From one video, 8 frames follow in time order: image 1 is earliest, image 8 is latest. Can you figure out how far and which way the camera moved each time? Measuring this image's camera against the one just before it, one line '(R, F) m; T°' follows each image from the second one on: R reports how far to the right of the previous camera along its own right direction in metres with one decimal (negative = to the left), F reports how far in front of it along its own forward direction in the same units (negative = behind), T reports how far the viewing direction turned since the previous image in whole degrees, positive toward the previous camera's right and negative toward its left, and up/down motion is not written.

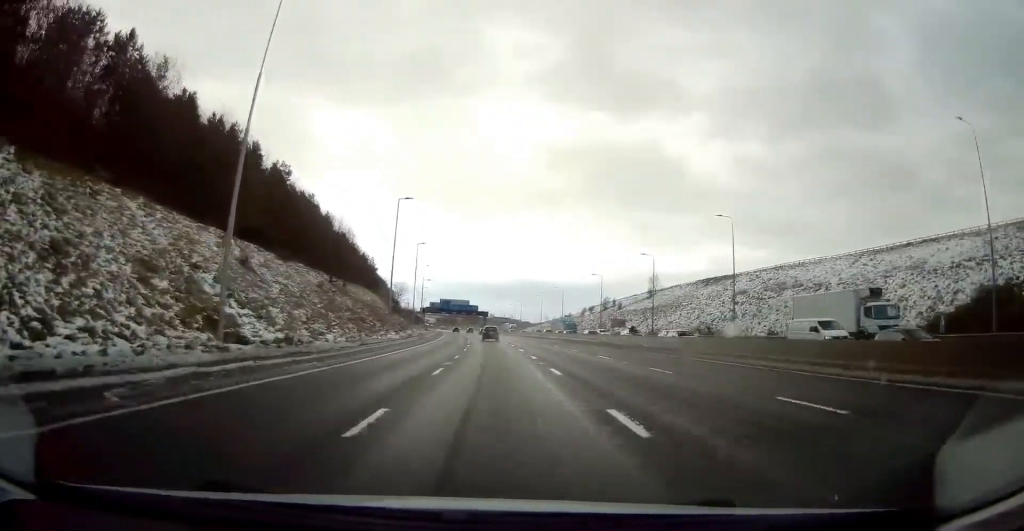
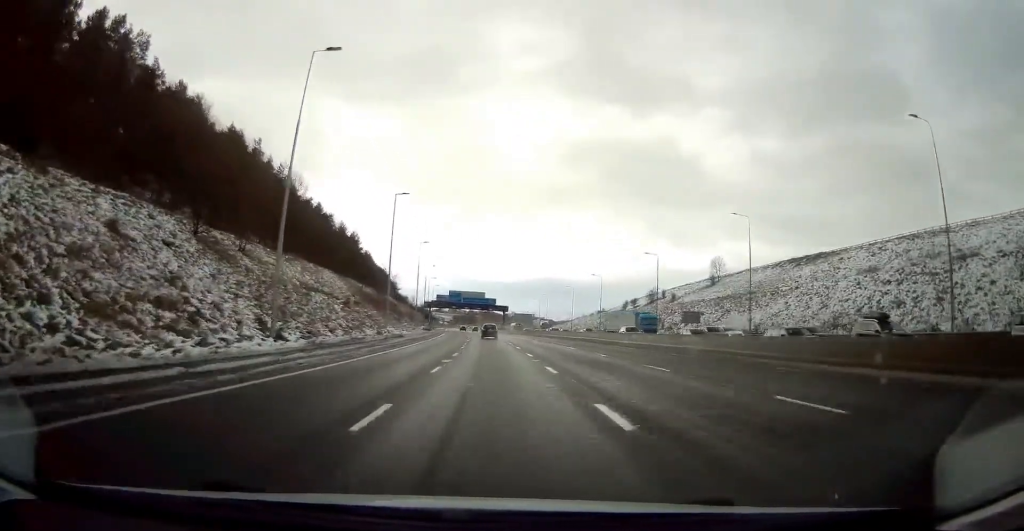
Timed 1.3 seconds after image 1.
(-0.7, +36.1) m; -2°
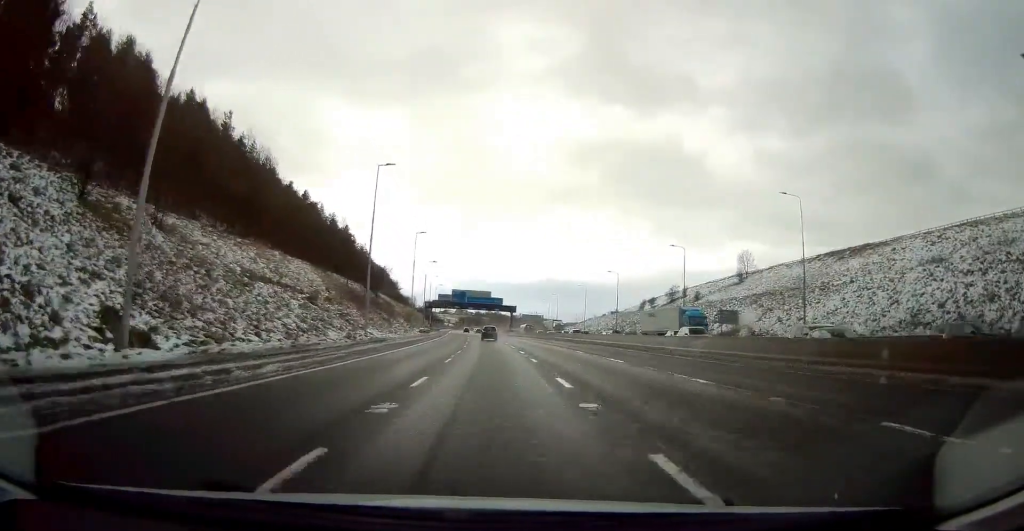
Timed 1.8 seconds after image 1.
(+0.1, +12.6) m; -1°
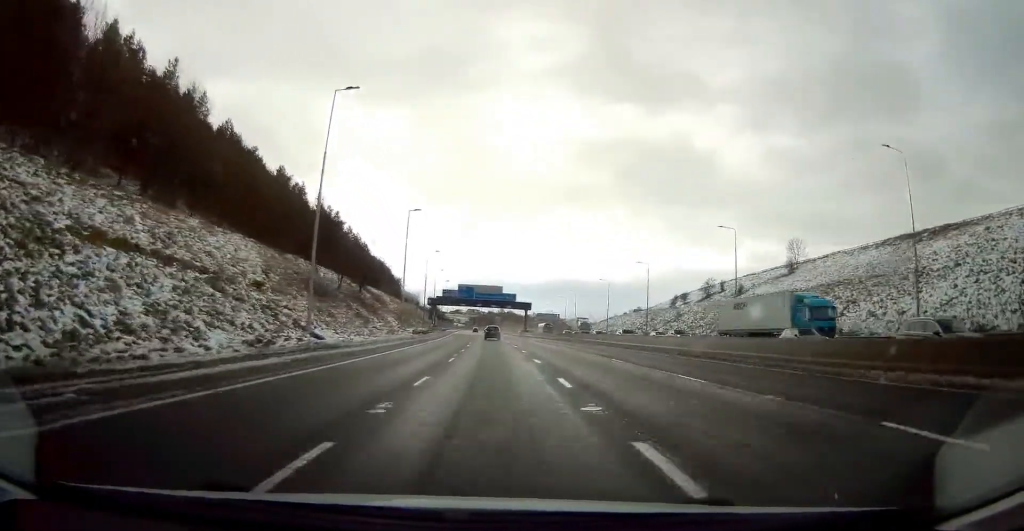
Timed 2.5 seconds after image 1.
(-0.5, +18.0) m; -1°
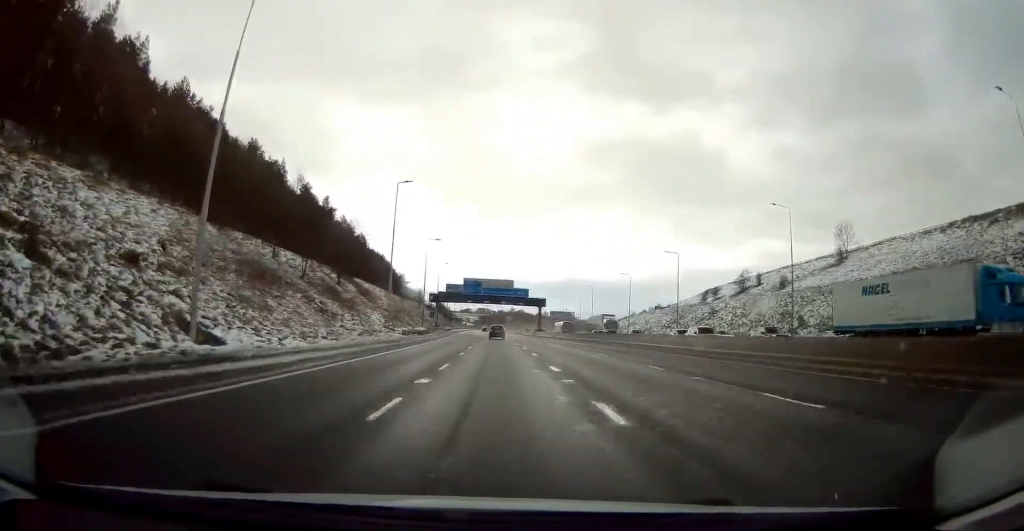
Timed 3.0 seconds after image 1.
(-0.1, +14.4) m; -1°
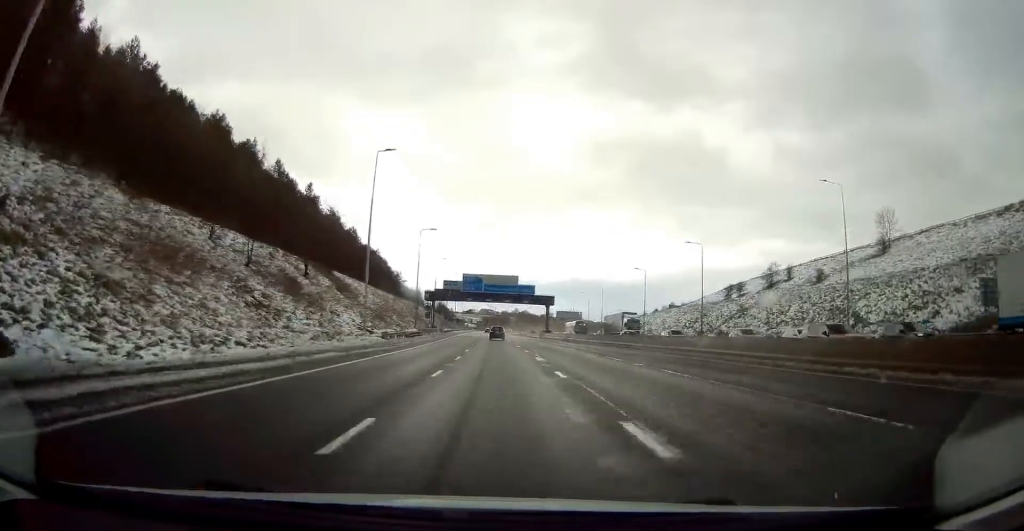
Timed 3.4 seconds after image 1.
(+0.1, +11.6) m; 0°
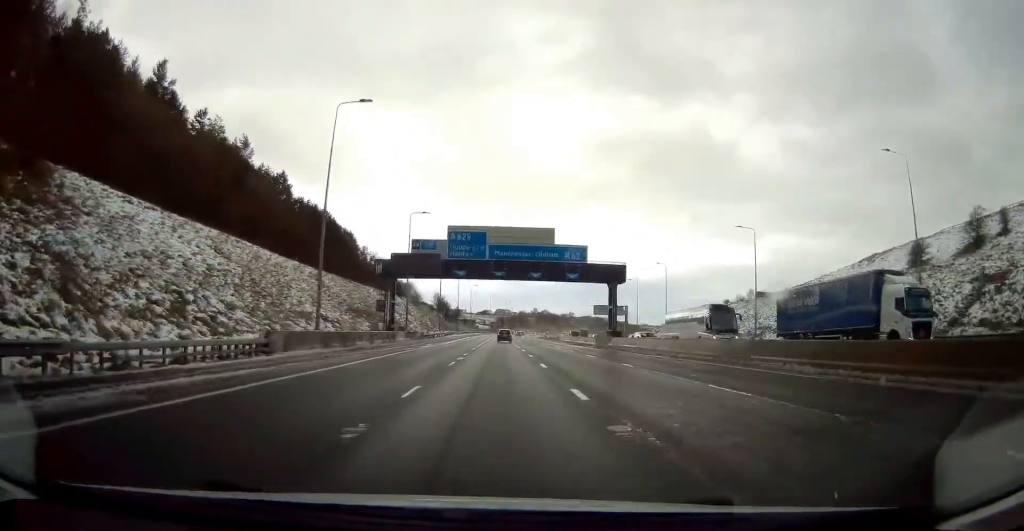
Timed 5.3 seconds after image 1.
(-0.6, +50.3) m; -1°
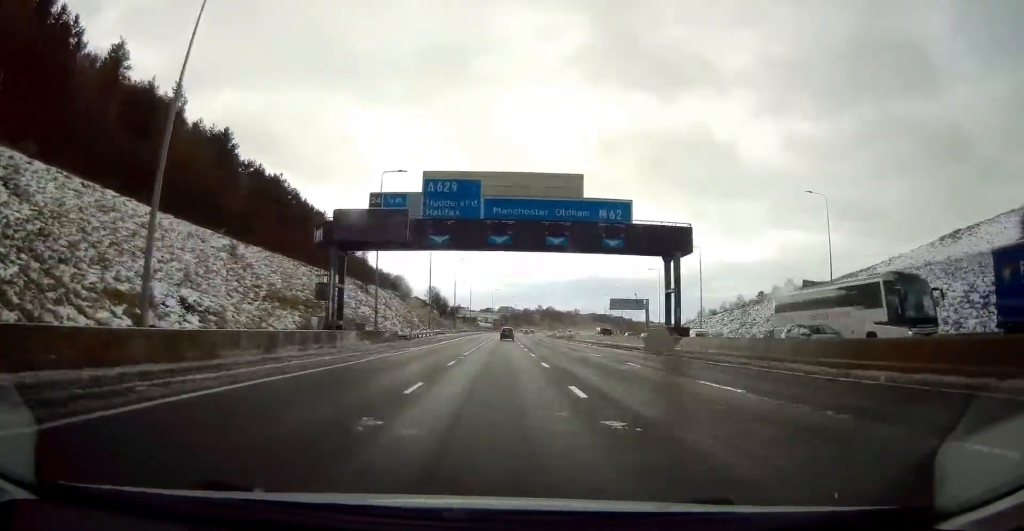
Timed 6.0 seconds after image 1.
(0.0, +18.5) m; -1°
